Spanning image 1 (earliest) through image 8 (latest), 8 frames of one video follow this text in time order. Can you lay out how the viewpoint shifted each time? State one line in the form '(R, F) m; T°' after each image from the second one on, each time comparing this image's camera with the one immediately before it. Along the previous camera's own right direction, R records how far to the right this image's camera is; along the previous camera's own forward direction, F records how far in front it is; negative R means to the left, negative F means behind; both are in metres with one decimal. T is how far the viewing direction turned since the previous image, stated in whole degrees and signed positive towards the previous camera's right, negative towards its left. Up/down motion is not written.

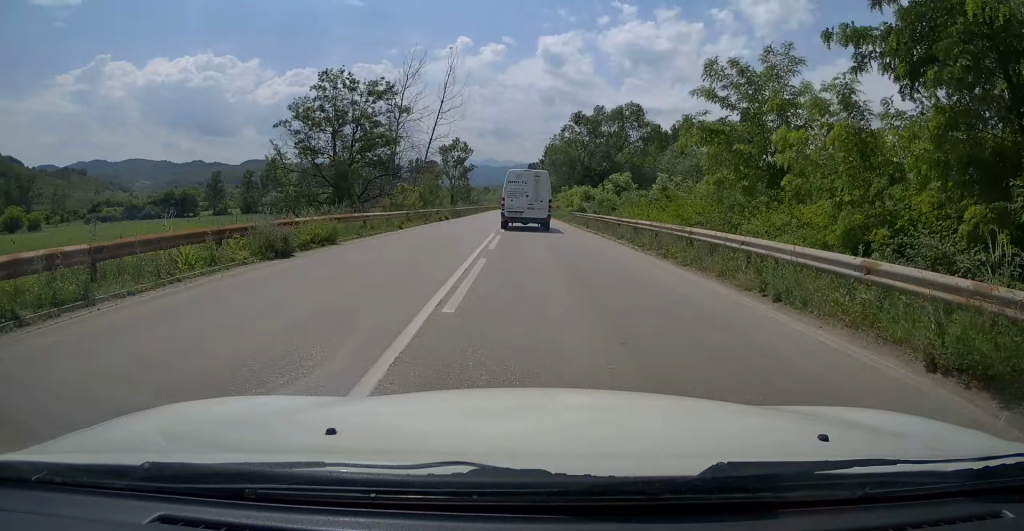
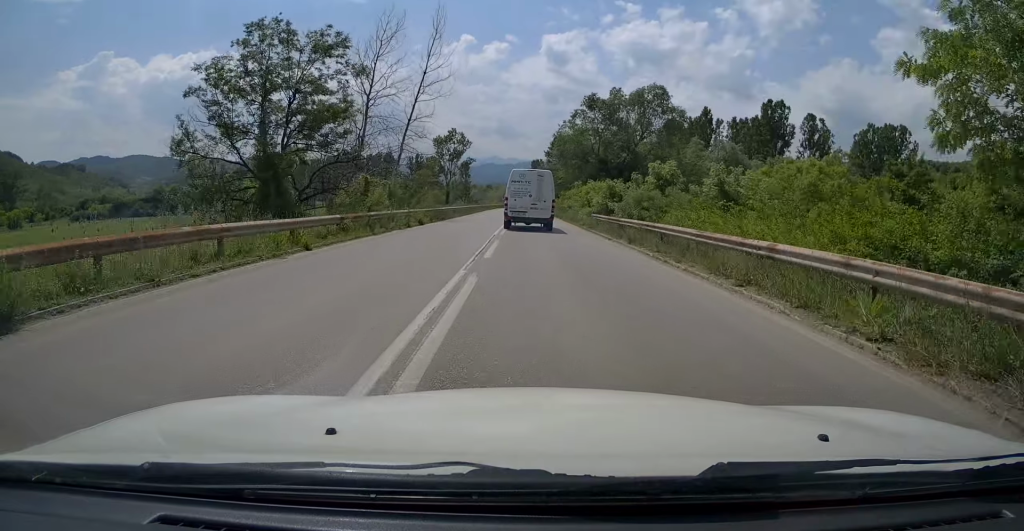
(-0.1, +11.3) m; -1°
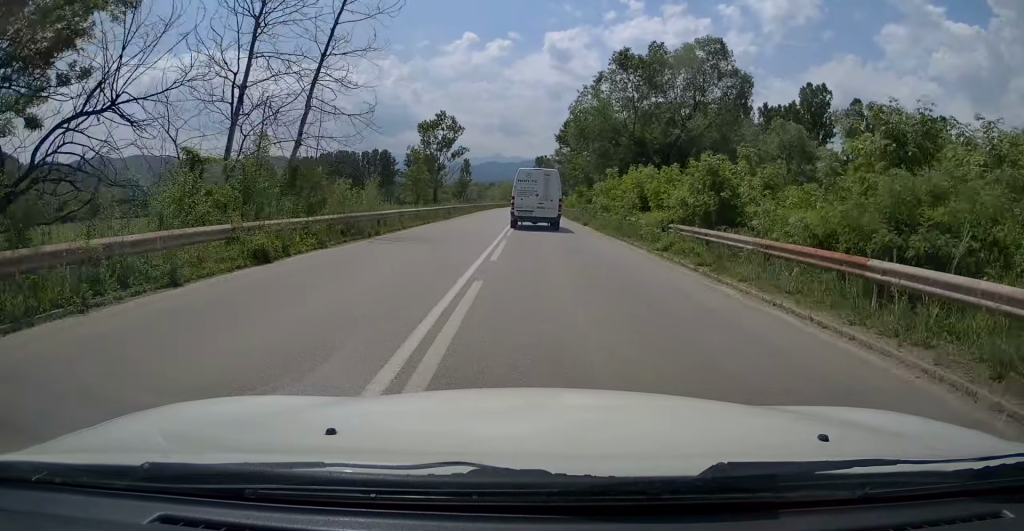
(-0.3, +18.6) m; -1°
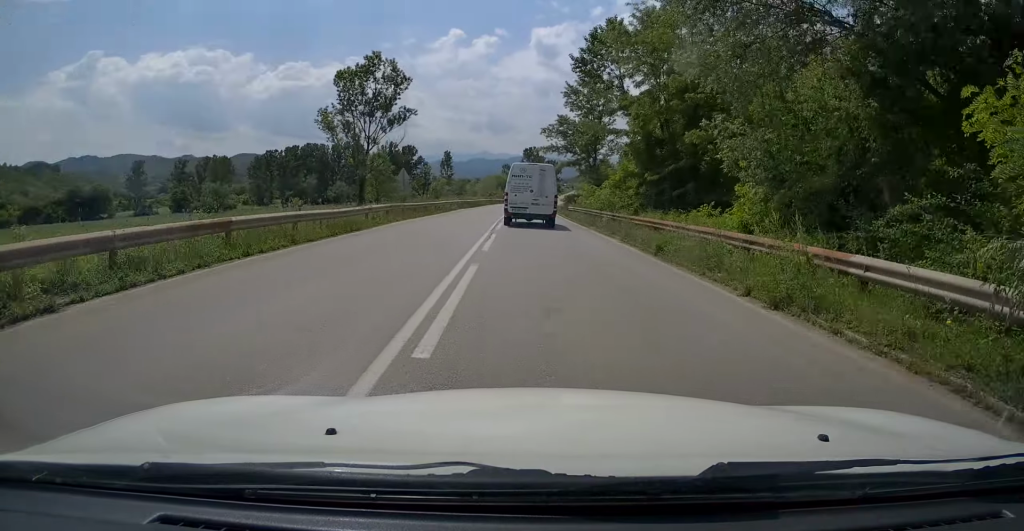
(-0.2, +34.0) m; -1°
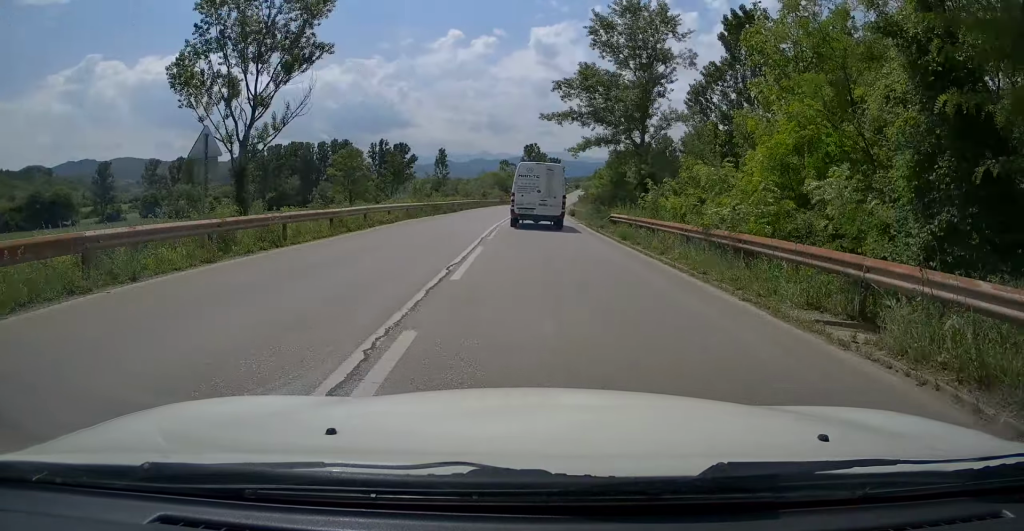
(-0.1, +23.4) m; 0°
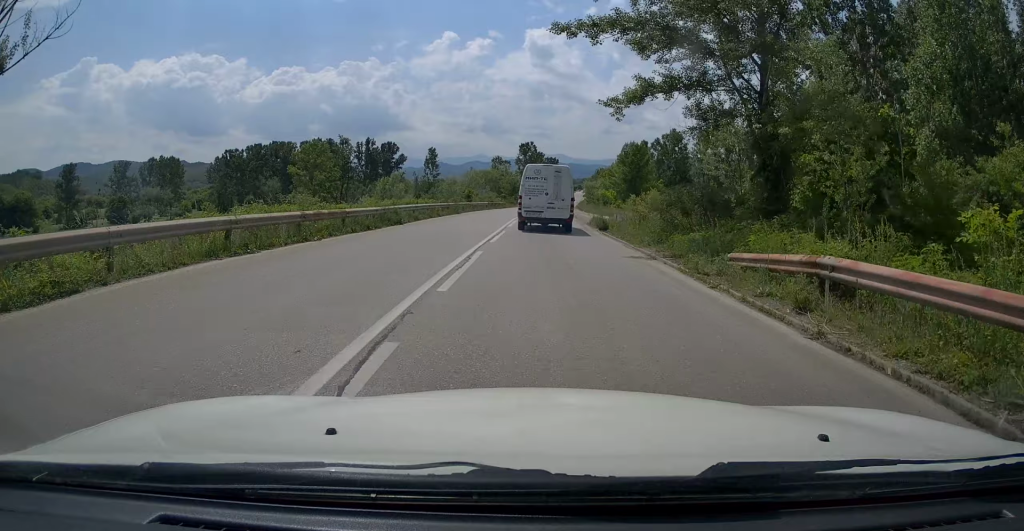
(+0.2, +19.0) m; +1°
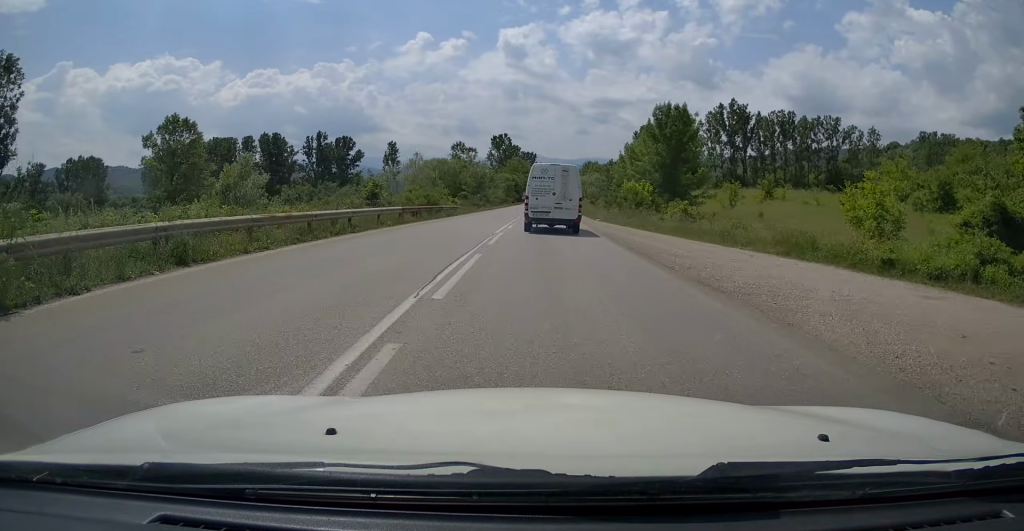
(+0.2, +37.2) m; +1°
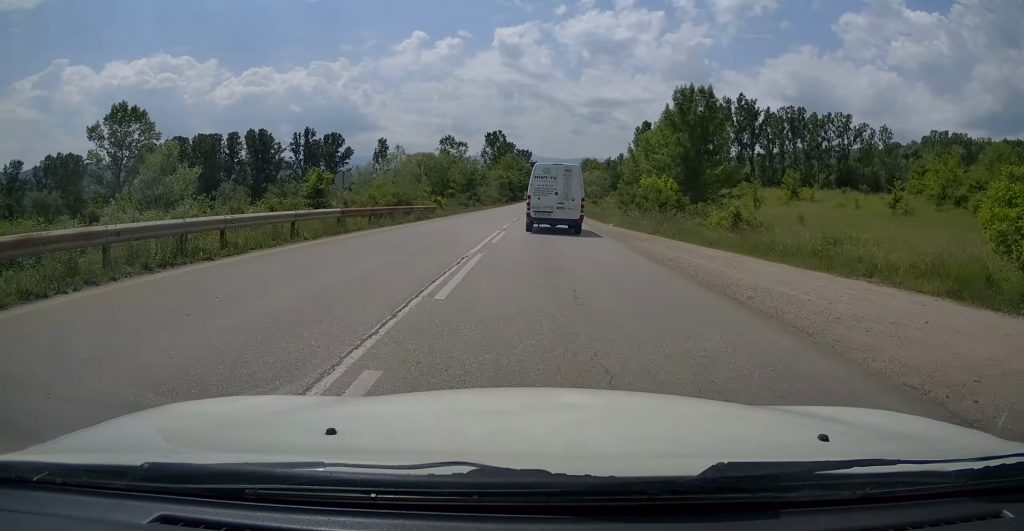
(+0.1, +9.1) m; +1°
